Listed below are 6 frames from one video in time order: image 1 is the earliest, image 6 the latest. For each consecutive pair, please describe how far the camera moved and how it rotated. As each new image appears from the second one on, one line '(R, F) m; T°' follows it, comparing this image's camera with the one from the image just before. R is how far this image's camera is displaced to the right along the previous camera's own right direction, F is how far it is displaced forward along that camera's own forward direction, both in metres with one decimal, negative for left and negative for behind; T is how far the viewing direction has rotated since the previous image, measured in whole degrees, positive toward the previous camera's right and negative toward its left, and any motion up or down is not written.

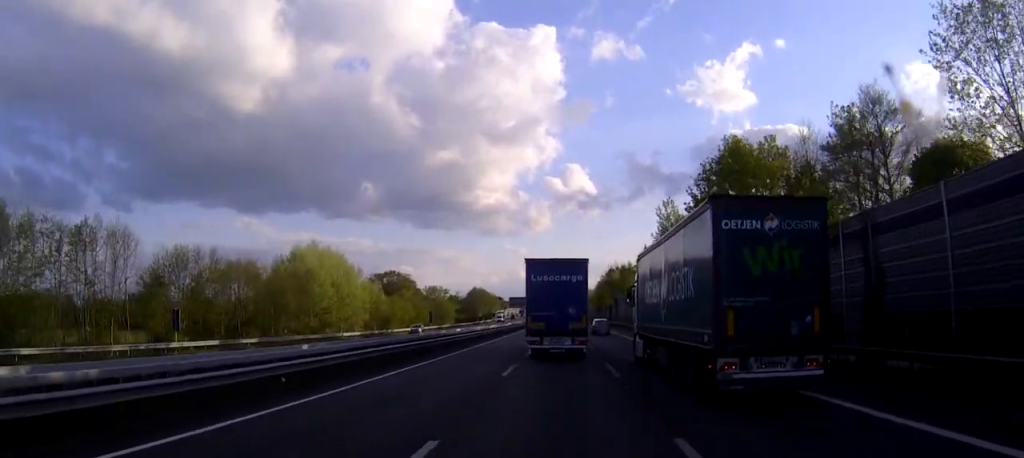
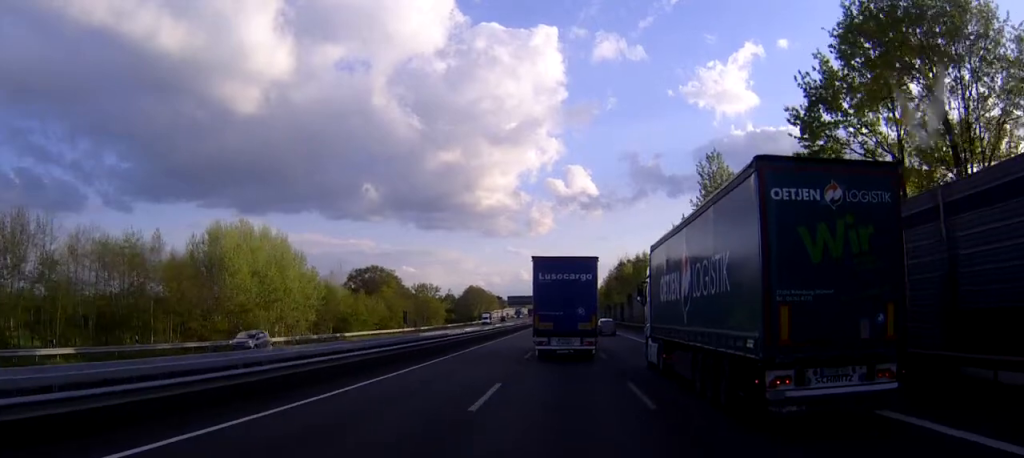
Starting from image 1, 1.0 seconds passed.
(0.0, +26.7) m; 0°
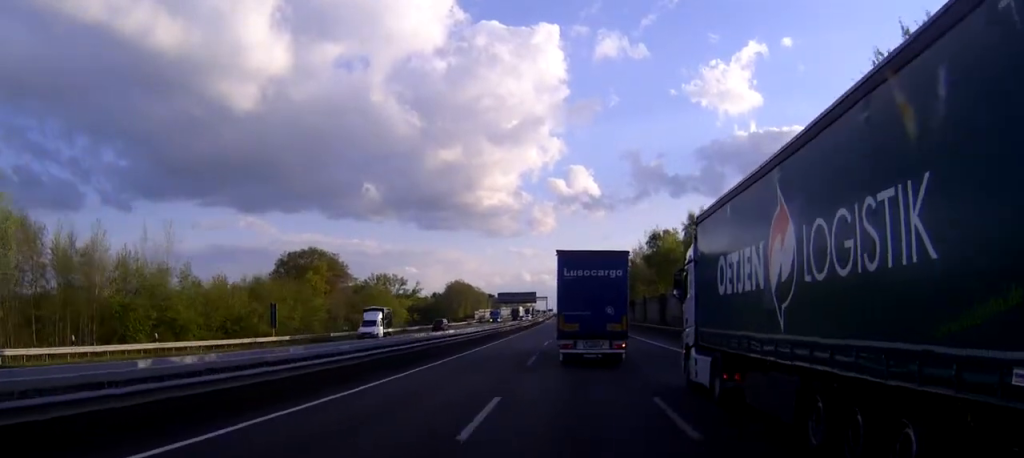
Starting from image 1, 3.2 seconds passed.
(-0.1, +57.3) m; 0°
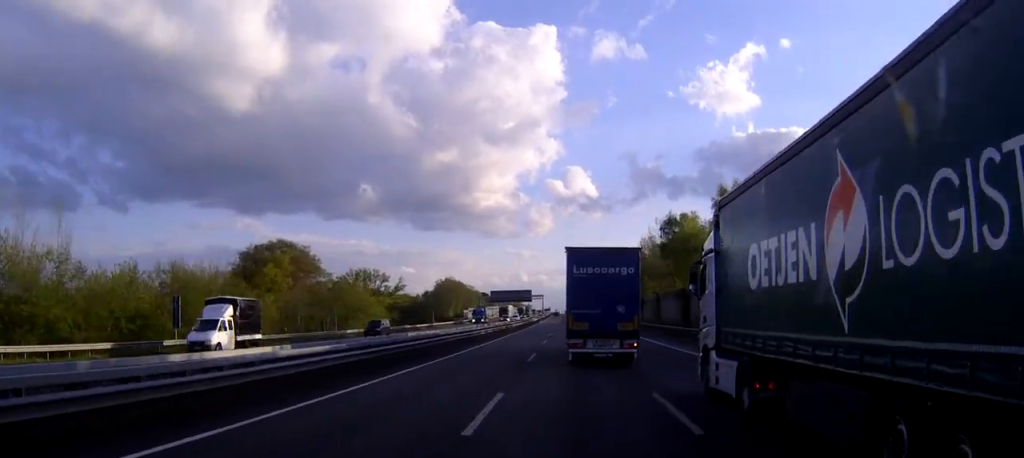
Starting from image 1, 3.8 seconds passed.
(0.0, +17.6) m; 0°
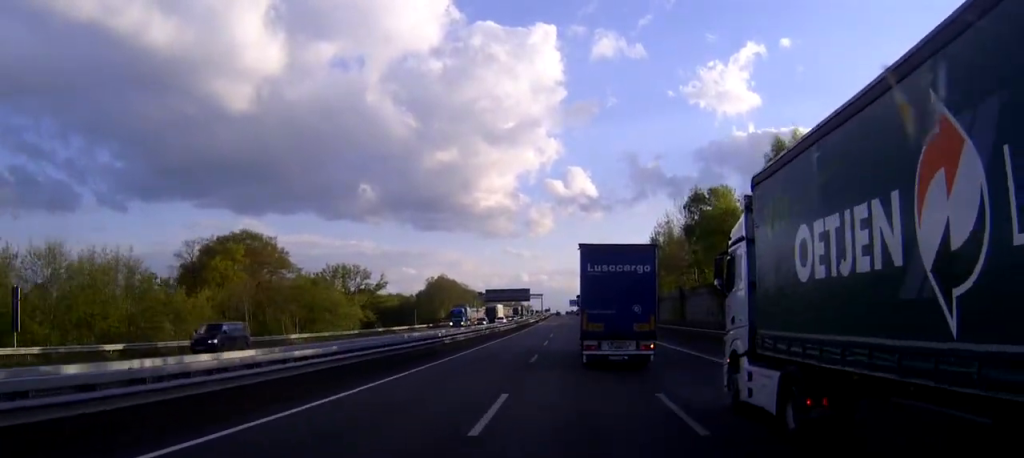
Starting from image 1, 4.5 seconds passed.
(0.0, +17.7) m; 0°
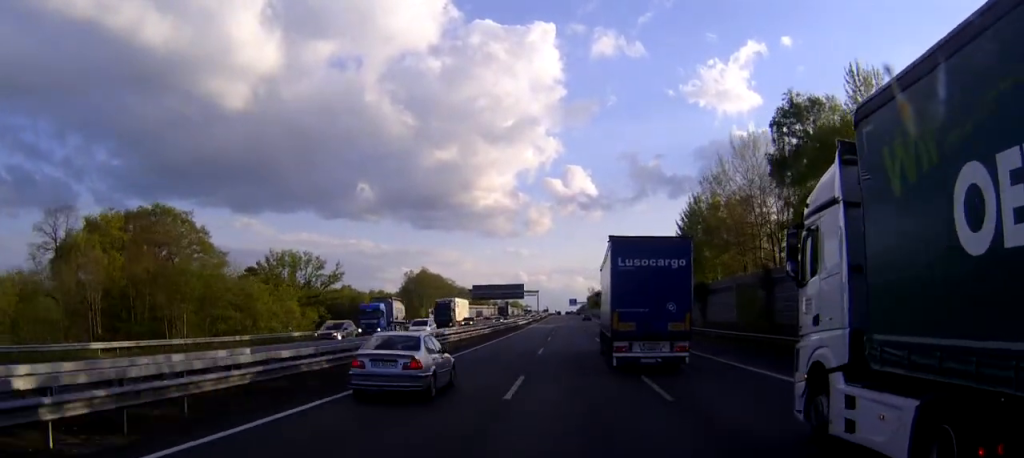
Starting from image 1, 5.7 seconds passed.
(0.0, +31.3) m; 0°
